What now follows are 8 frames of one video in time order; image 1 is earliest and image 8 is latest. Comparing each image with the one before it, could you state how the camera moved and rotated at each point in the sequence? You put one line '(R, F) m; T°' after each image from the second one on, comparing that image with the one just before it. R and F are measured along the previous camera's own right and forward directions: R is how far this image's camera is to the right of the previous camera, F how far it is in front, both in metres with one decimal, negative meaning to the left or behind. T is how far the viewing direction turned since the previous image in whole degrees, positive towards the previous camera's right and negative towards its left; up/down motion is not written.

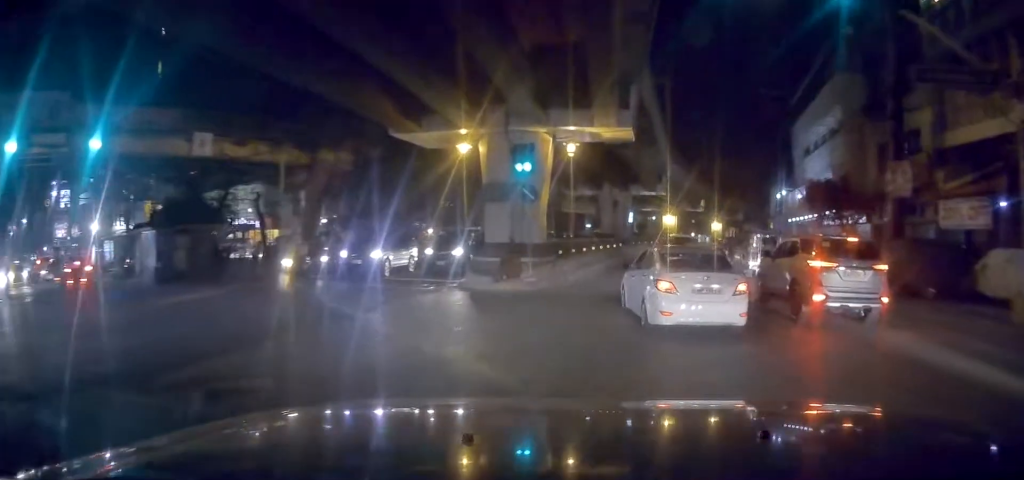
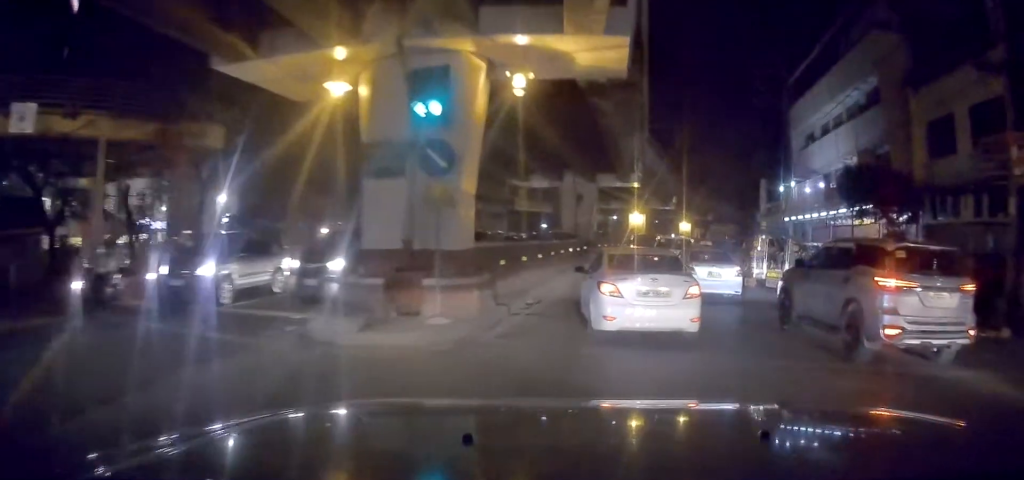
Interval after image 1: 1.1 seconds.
(-0.3, +11.1) m; -3°
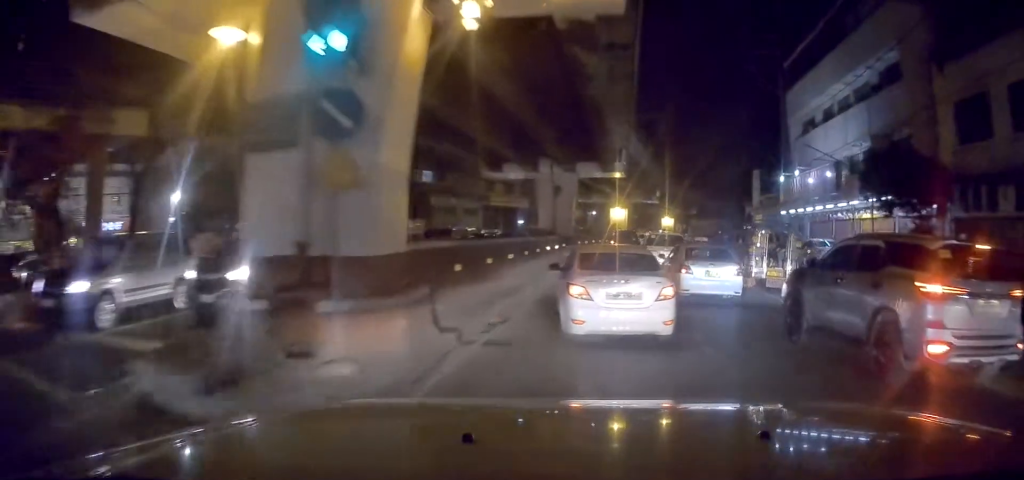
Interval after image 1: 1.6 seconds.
(-0.1, +5.0) m; -1°
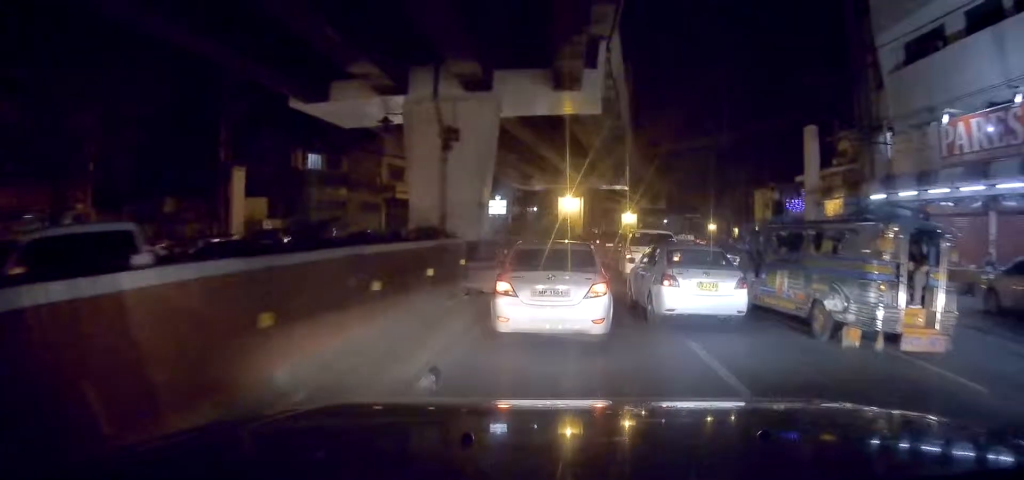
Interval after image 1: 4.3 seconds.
(+0.3, +28.7) m; +1°
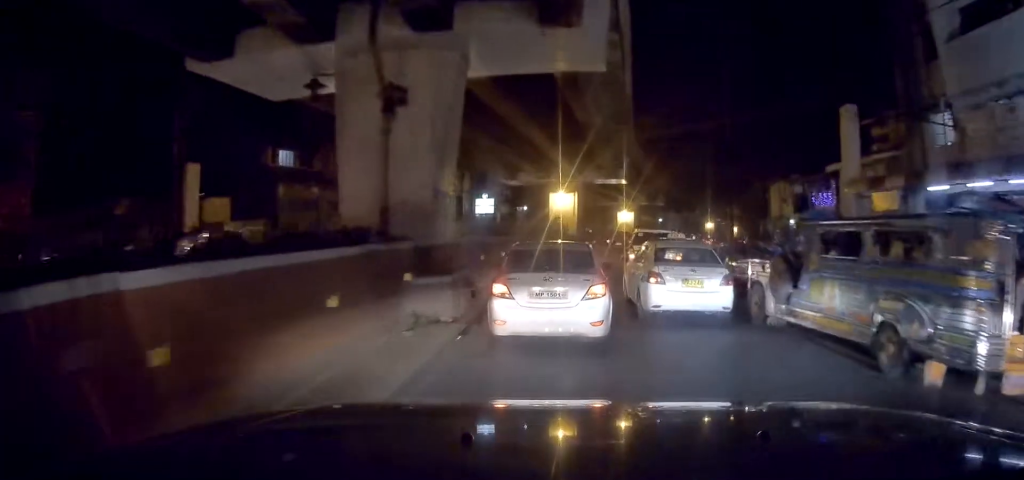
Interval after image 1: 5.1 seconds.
(-0.3, +6.5) m; 0°
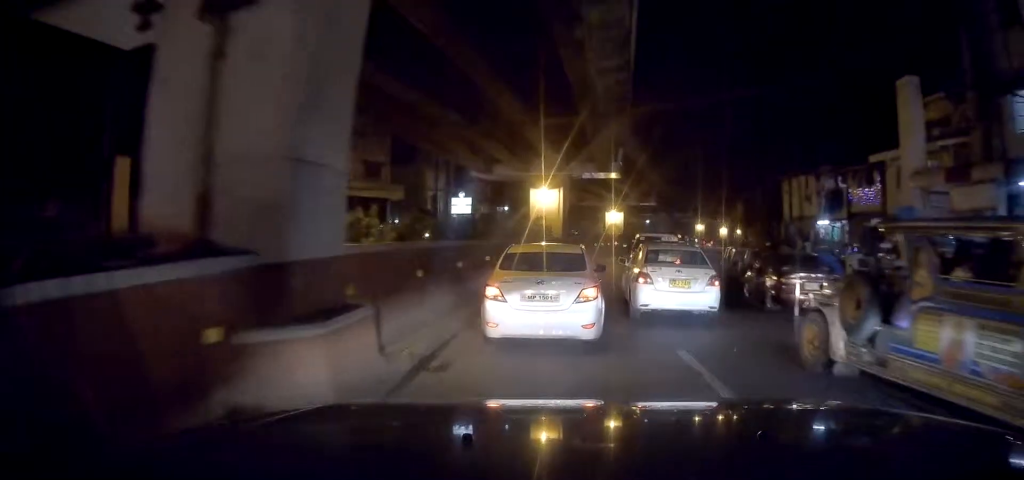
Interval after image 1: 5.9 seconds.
(+0.2, +7.2) m; 0°
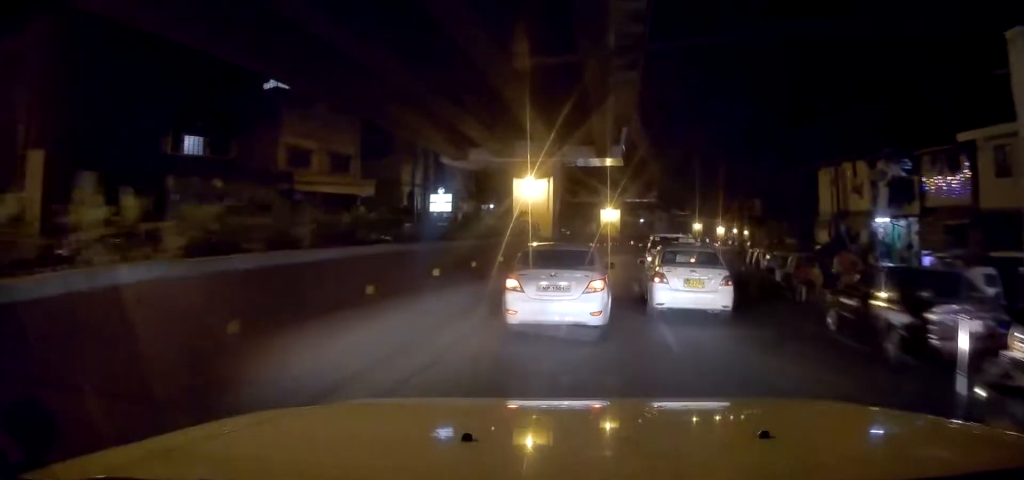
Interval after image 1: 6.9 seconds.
(-0.1, +7.7) m; 0°
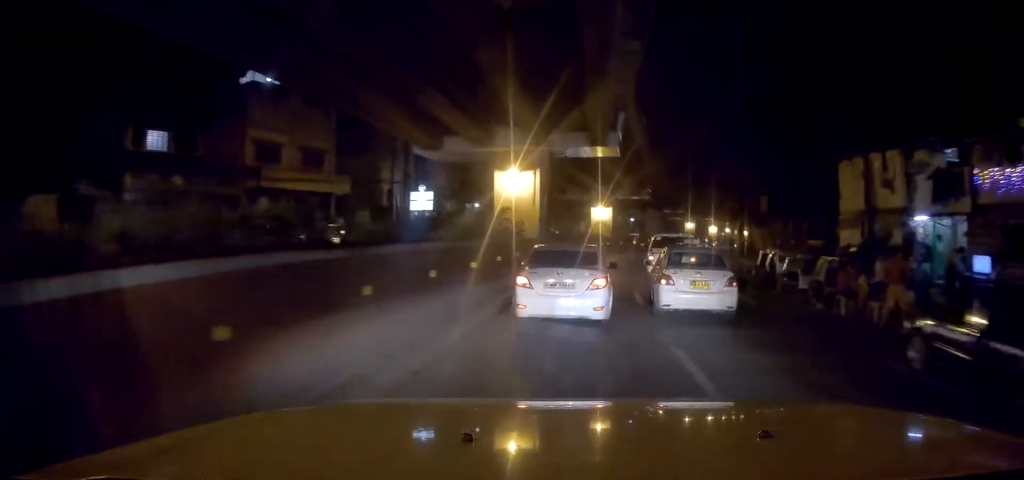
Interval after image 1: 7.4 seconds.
(-0.2, +3.9) m; +1°
